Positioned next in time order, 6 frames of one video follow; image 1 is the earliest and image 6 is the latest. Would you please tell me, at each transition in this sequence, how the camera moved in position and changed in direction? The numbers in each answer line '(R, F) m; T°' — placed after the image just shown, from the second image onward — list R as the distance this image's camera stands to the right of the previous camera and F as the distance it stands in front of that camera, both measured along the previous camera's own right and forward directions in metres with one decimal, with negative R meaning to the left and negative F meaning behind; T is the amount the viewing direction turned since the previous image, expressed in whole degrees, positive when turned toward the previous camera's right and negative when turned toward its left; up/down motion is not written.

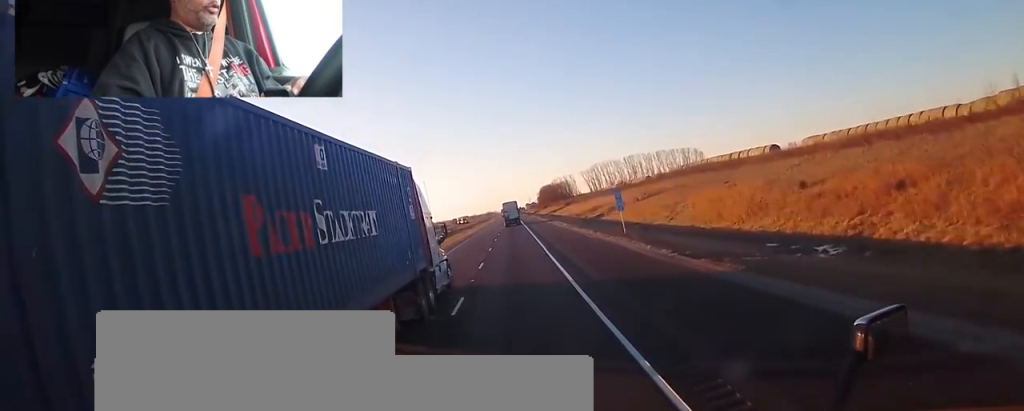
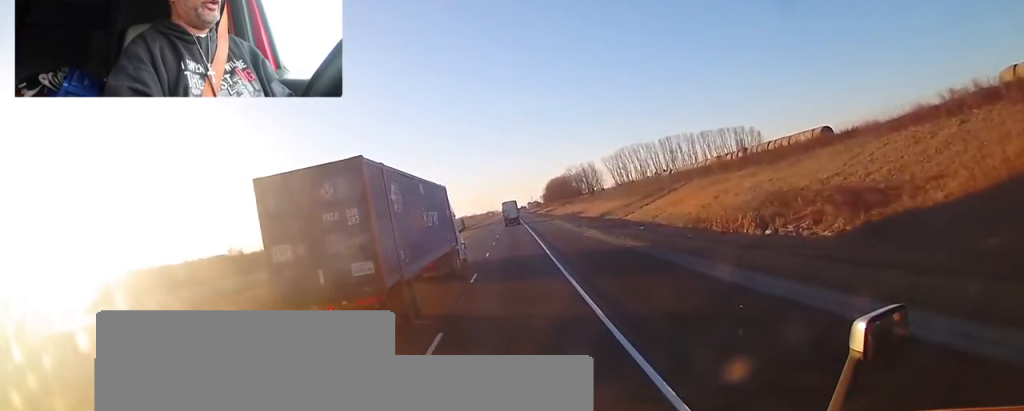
(-0.3, +79.1) m; -1°
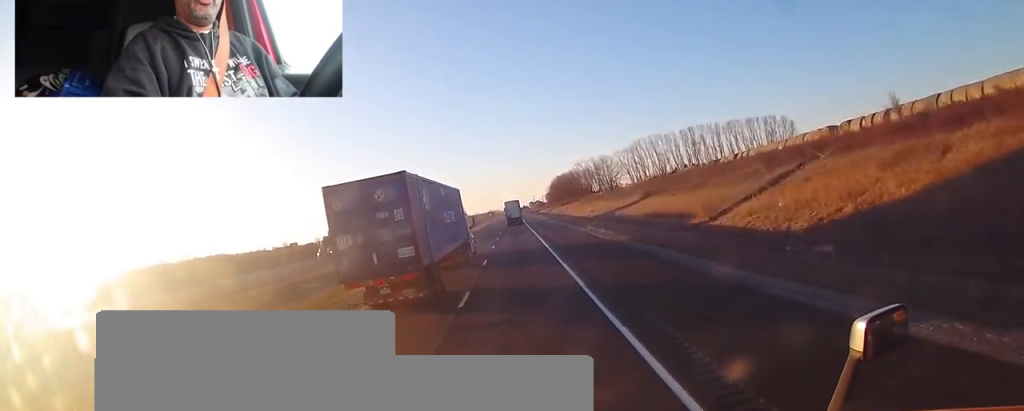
(0.0, +30.7) m; 0°
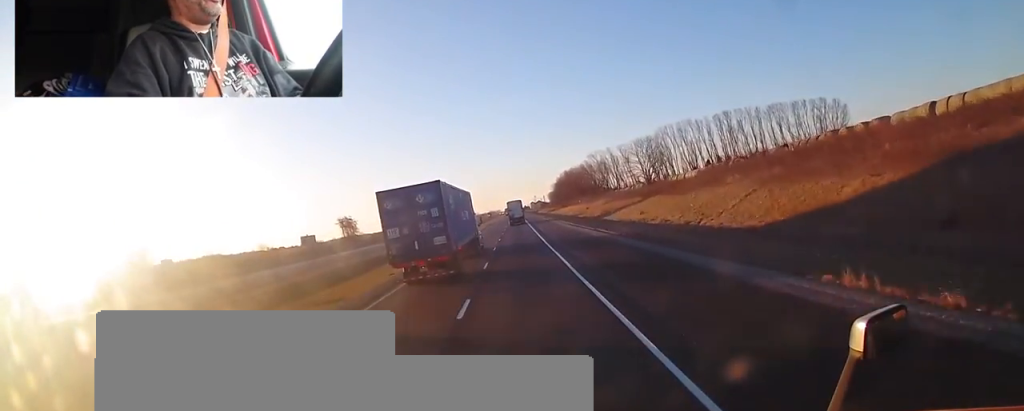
(0.0, +38.0) m; 0°
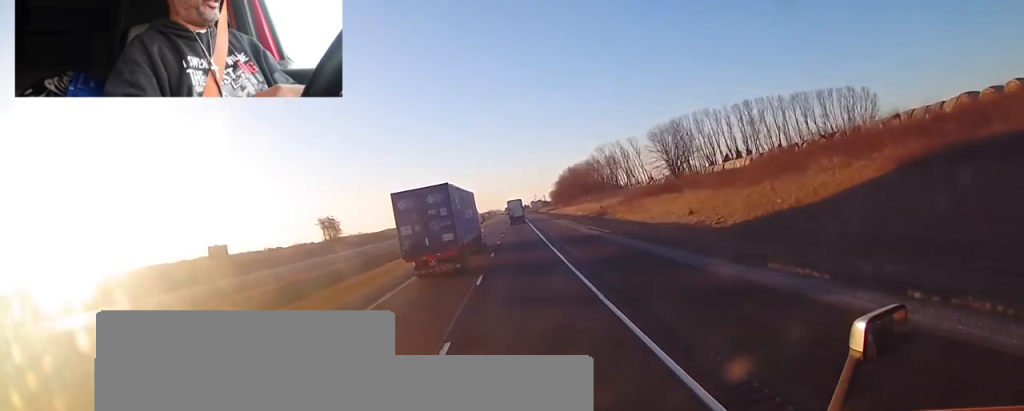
(0.0, +17.8) m; 0°
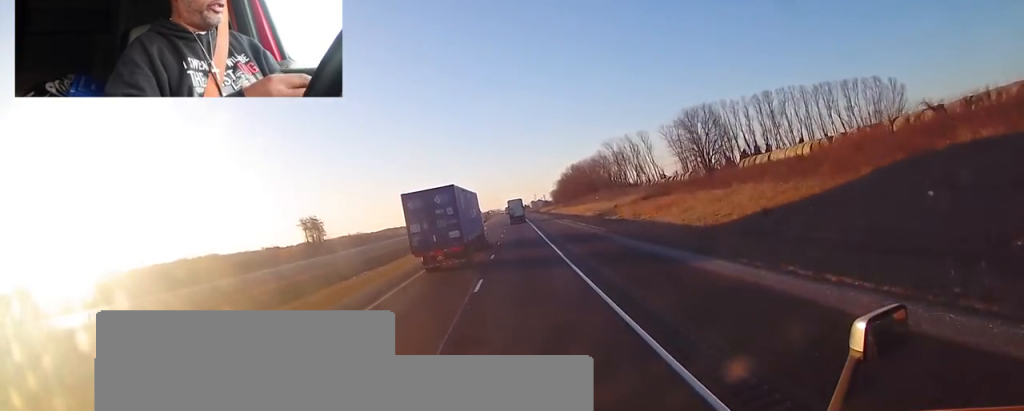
(0.0, +13.8) m; 0°
